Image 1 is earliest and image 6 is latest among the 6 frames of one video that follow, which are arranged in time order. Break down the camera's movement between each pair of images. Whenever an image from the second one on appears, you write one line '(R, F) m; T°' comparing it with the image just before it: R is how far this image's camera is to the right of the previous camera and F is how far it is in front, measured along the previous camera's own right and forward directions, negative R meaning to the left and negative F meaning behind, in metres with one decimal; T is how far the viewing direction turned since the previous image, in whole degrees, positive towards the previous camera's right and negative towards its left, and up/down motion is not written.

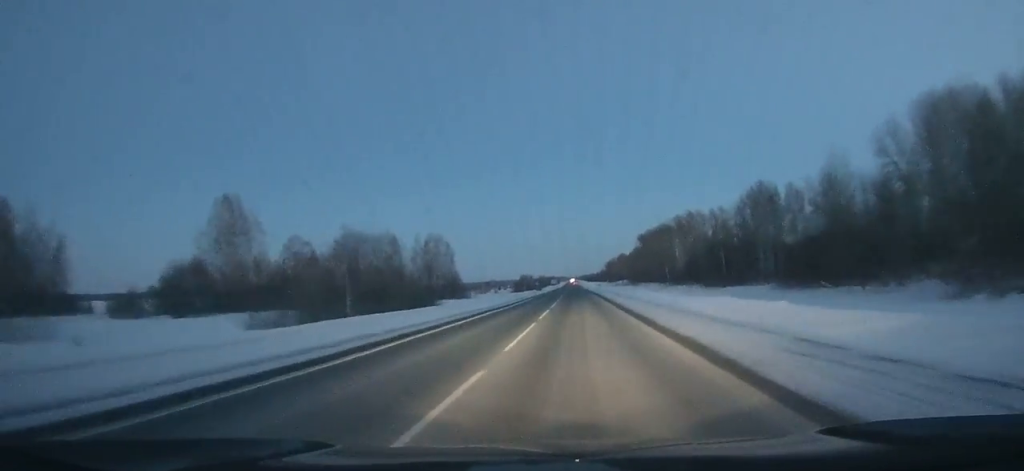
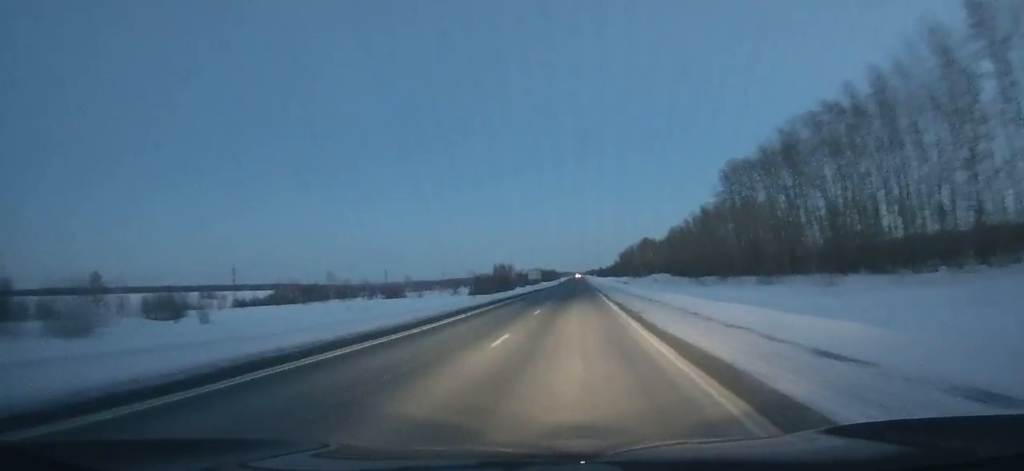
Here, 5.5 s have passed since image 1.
(-0.5, +151.3) m; 0°
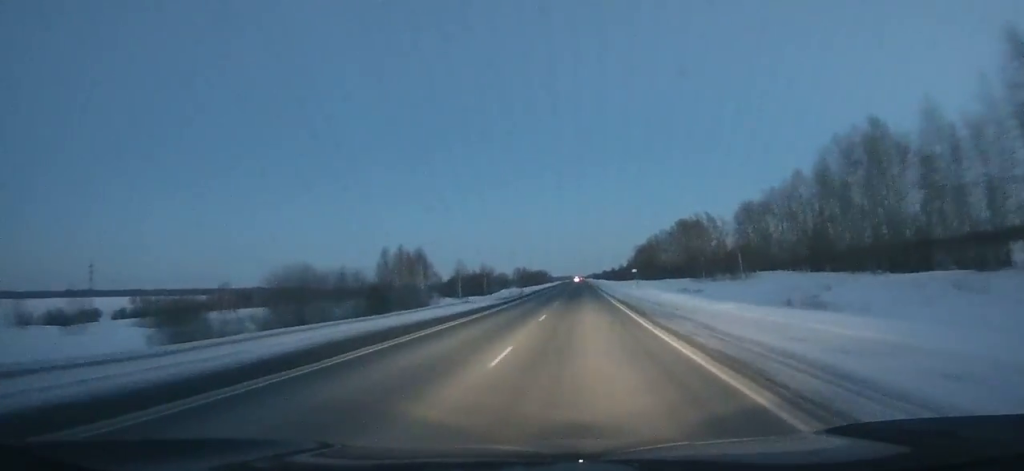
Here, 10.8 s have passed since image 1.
(-0.1, +149.5) m; 0°
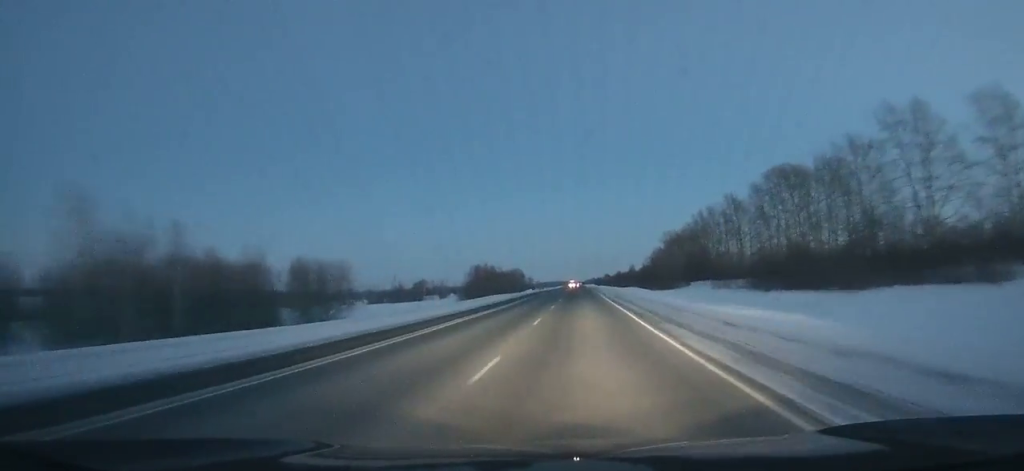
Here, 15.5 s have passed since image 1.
(+0.1, +136.0) m; 0°
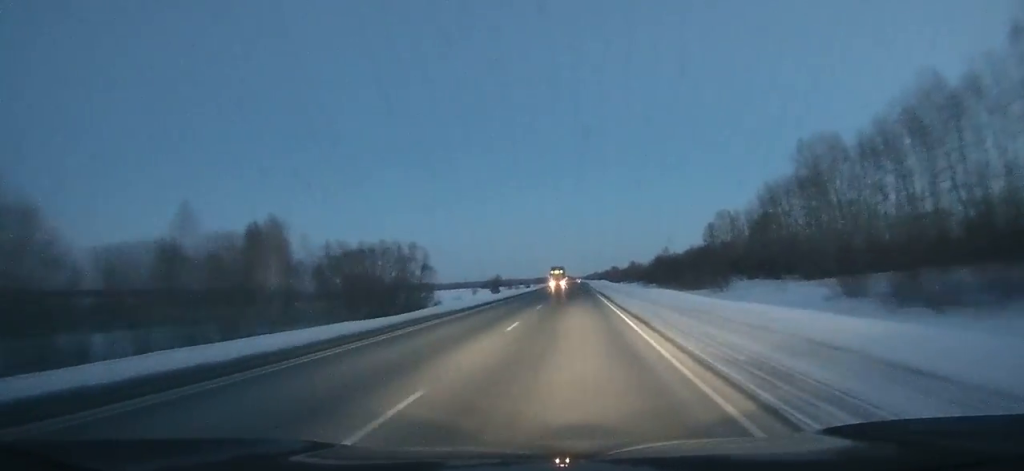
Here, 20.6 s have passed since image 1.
(0.0, +149.5) m; 0°
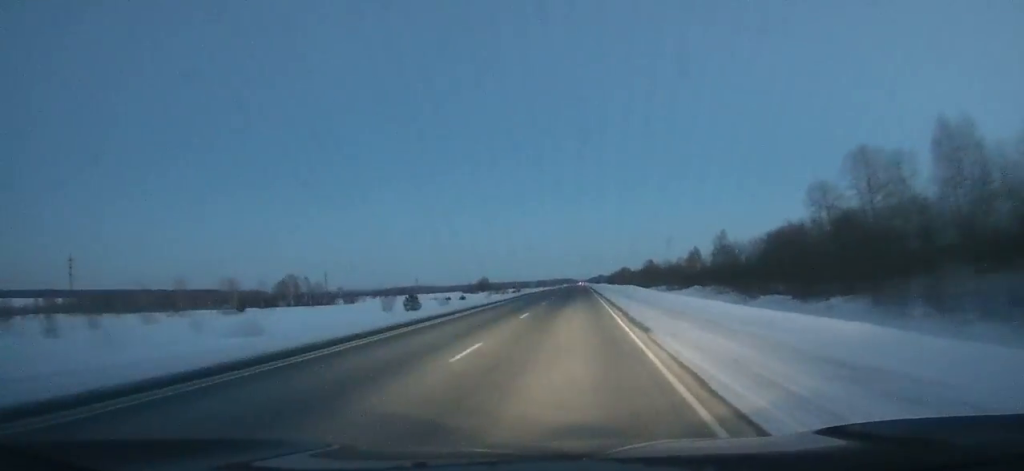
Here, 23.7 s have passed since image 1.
(-0.1, +91.7) m; 0°
